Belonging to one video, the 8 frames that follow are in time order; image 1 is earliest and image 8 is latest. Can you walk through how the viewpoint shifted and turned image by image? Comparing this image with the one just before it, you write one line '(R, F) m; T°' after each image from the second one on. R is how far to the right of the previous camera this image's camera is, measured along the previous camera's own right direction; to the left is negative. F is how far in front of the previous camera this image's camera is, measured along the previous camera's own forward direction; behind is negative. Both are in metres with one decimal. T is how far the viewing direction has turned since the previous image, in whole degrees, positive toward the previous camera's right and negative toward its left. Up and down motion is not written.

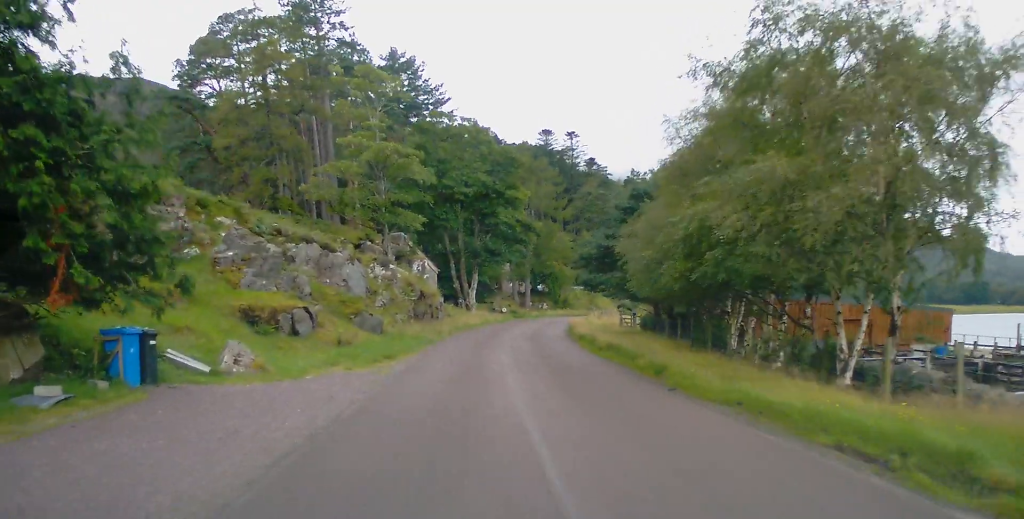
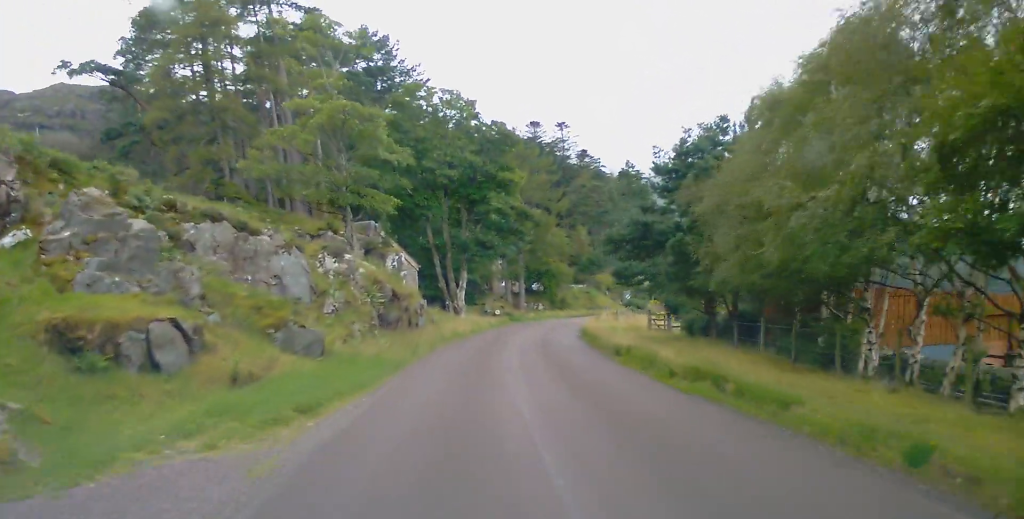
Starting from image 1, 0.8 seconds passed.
(0.0, +9.9) m; 0°
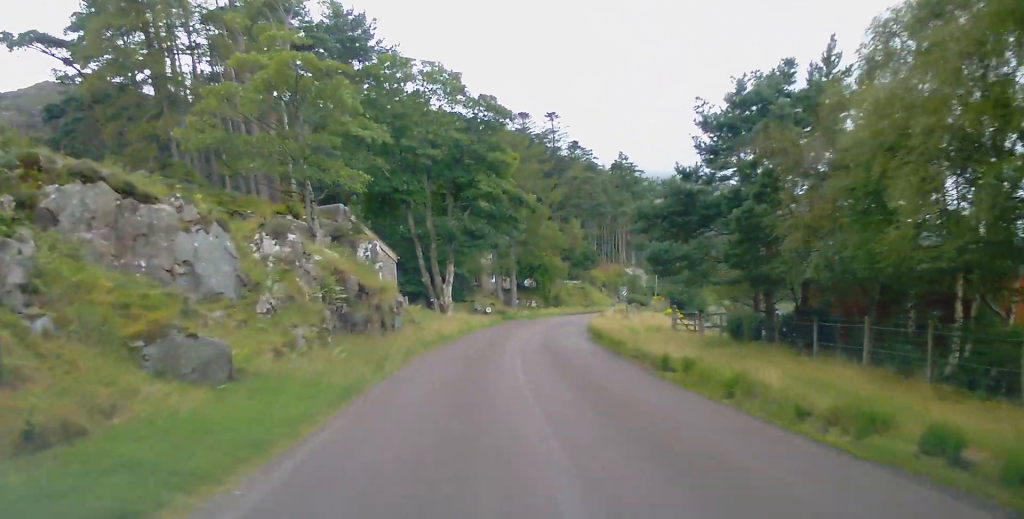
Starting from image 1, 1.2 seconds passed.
(-0.1, +6.5) m; 0°
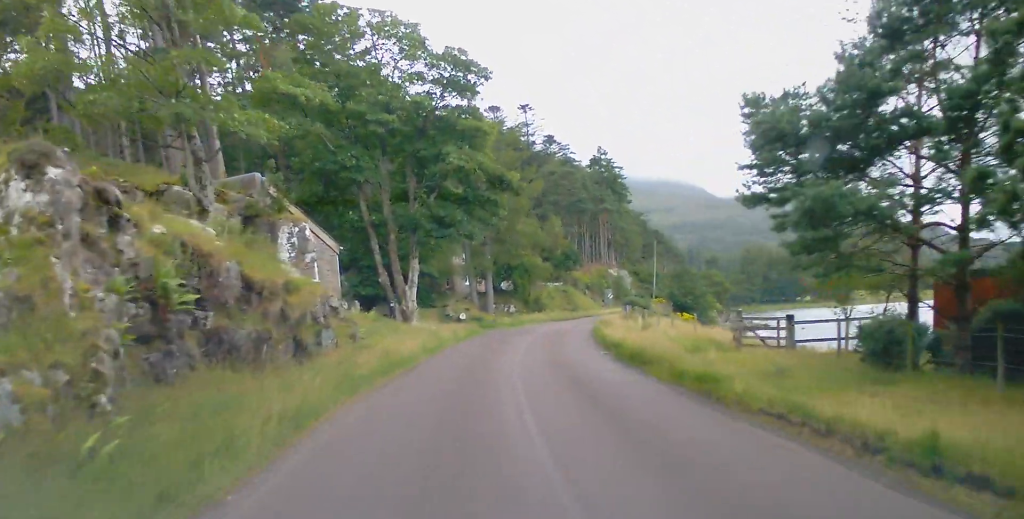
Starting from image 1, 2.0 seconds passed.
(+0.2, +10.3) m; +2°
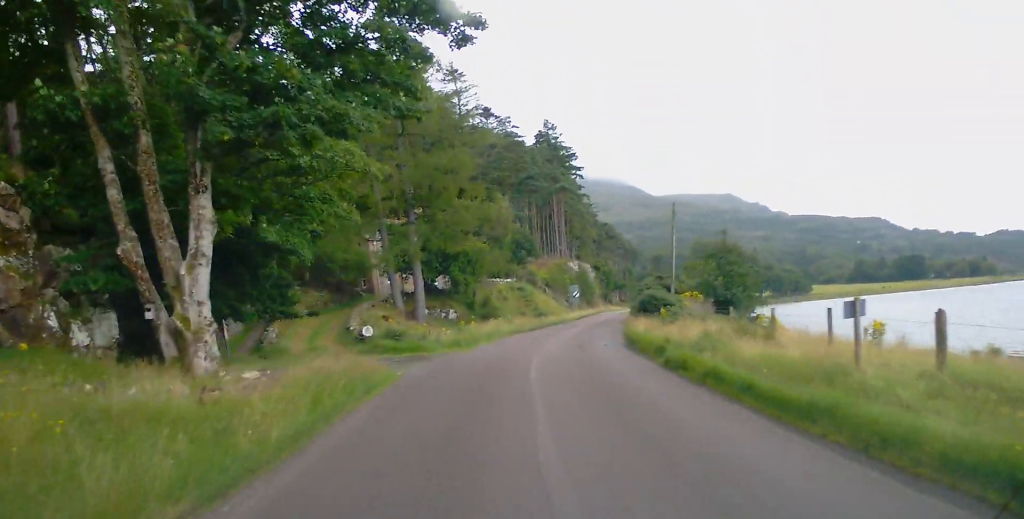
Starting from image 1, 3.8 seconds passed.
(+1.2, +24.6) m; +6°
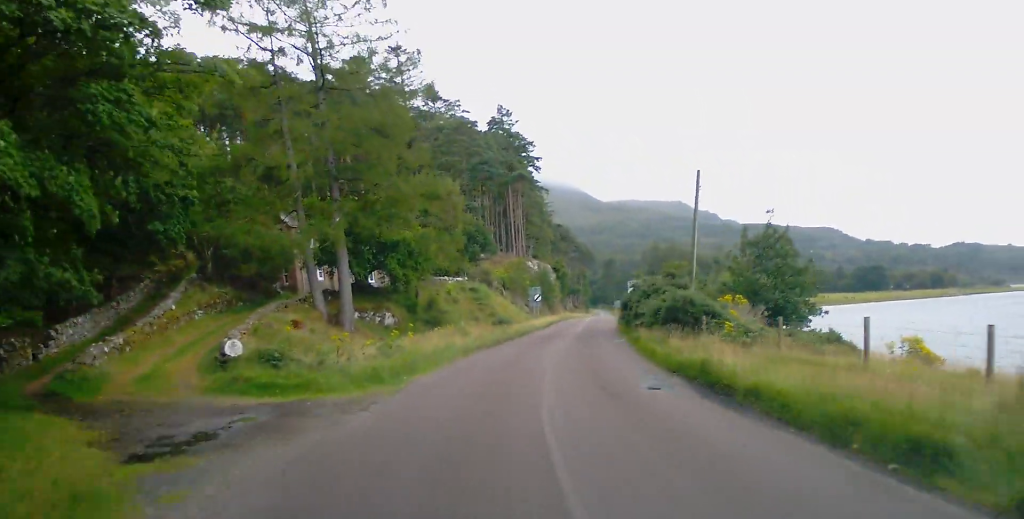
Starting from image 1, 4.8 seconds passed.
(+0.3, +12.9) m; +3°
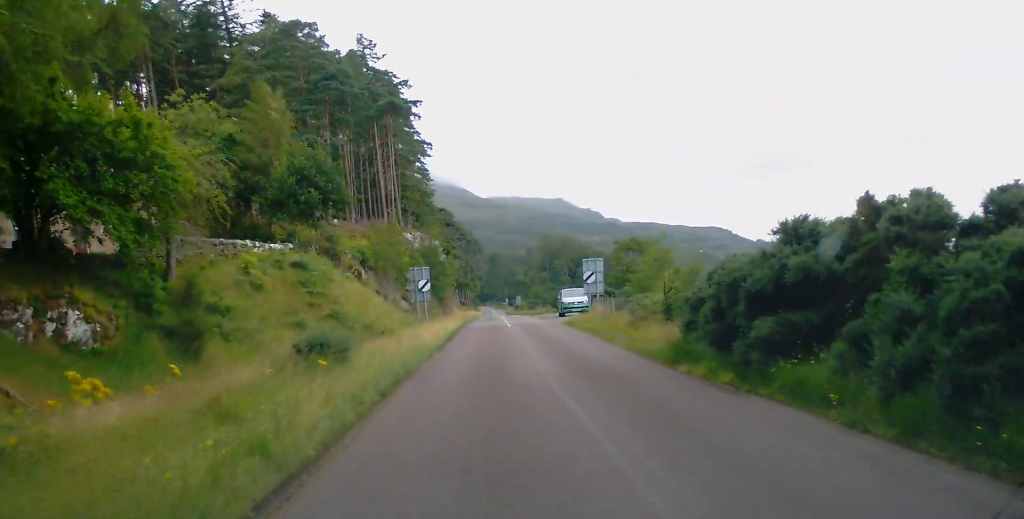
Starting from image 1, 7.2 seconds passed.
(+1.9, +31.8) m; +8°
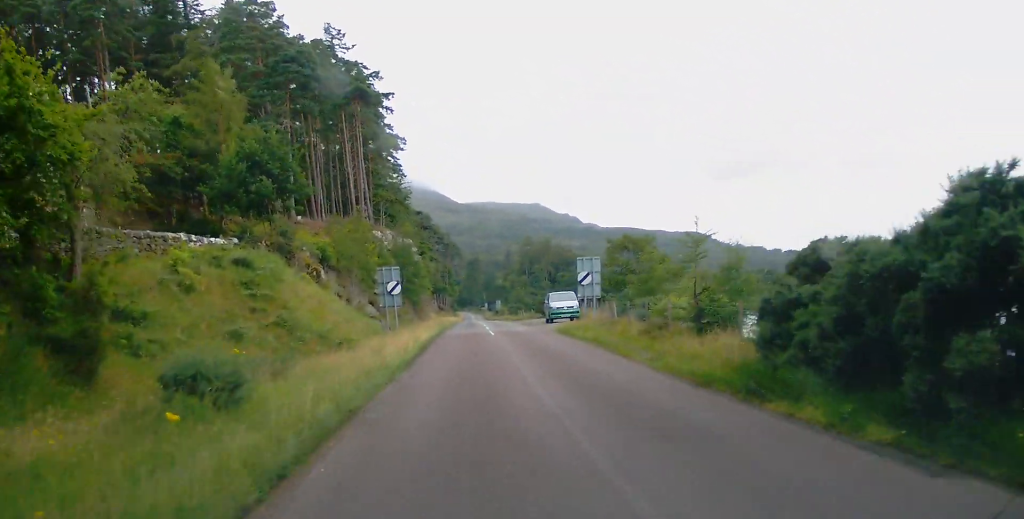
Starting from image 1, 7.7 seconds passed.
(+0.1, +5.6) m; +1°
